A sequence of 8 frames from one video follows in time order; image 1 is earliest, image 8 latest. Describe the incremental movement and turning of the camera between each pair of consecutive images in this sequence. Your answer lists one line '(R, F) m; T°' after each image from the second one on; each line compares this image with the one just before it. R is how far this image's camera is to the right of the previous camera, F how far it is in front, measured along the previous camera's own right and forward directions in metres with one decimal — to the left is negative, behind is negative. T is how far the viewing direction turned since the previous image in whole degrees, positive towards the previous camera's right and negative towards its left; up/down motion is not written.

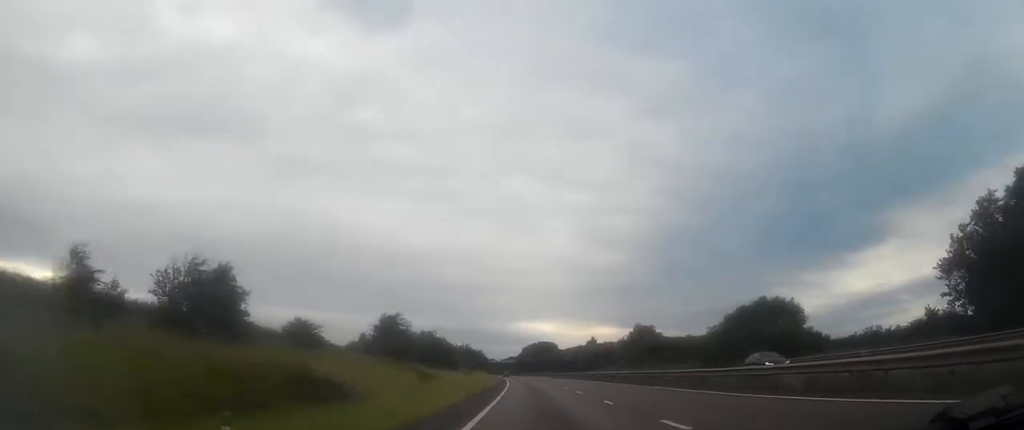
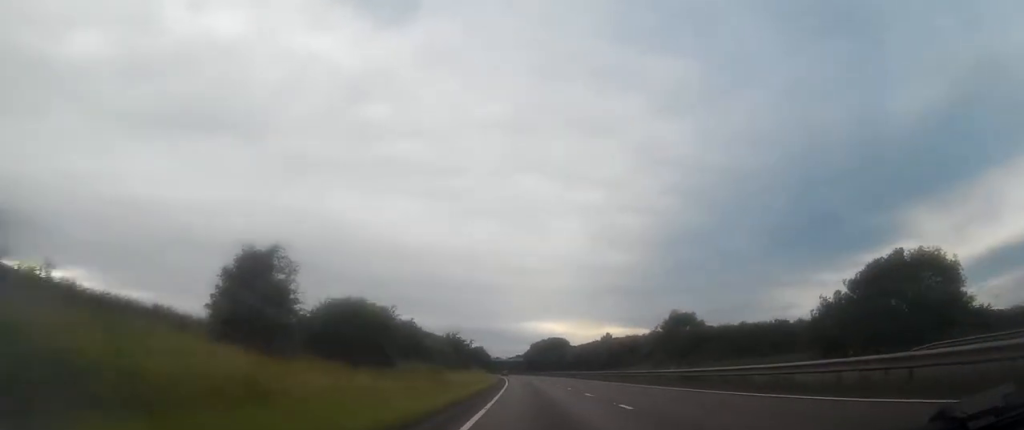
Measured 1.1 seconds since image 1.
(-0.3, +30.3) m; -1°
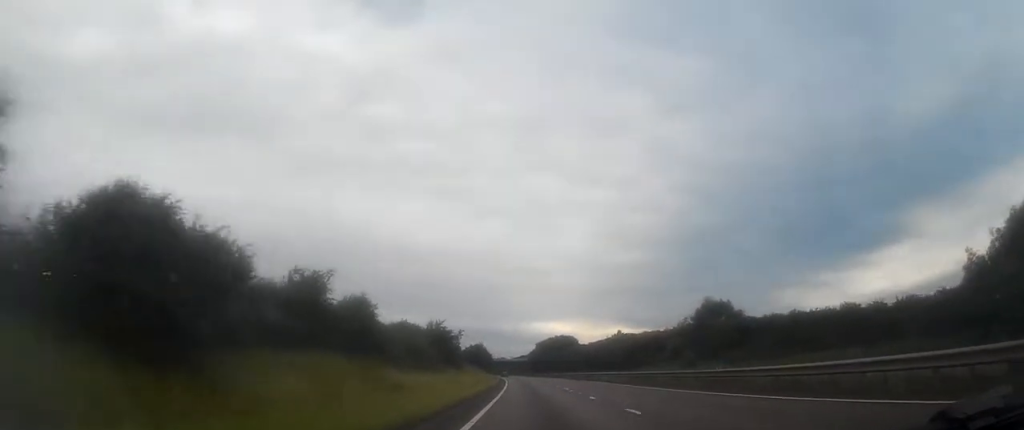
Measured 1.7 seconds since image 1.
(-0.1, +19.0) m; 0°
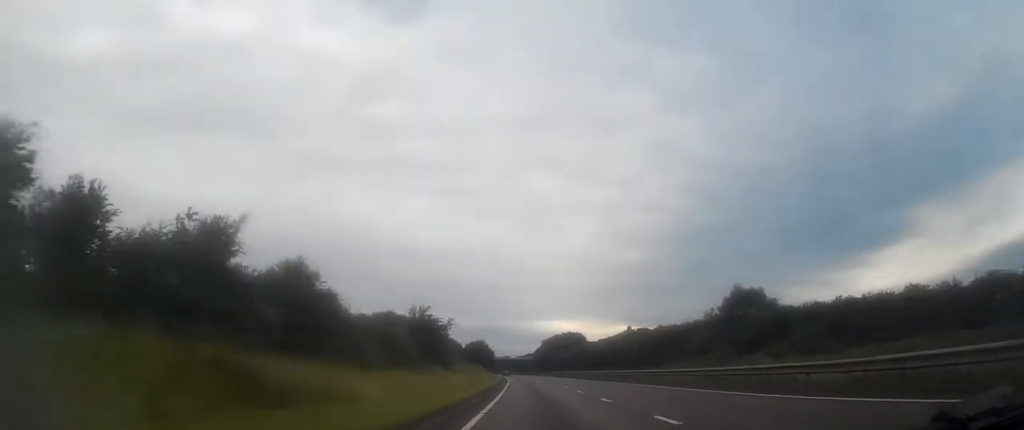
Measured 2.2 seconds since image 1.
(0.0, +12.4) m; 0°
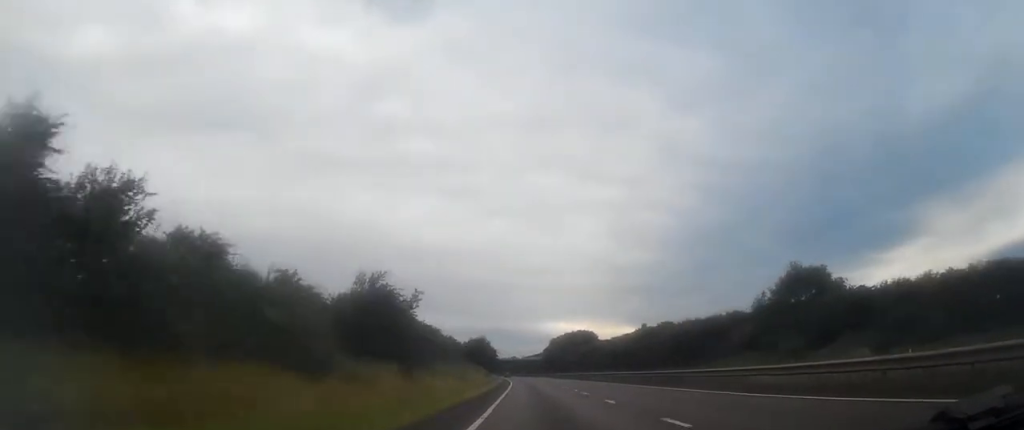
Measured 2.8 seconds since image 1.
(0.0, +18.2) m; 0°
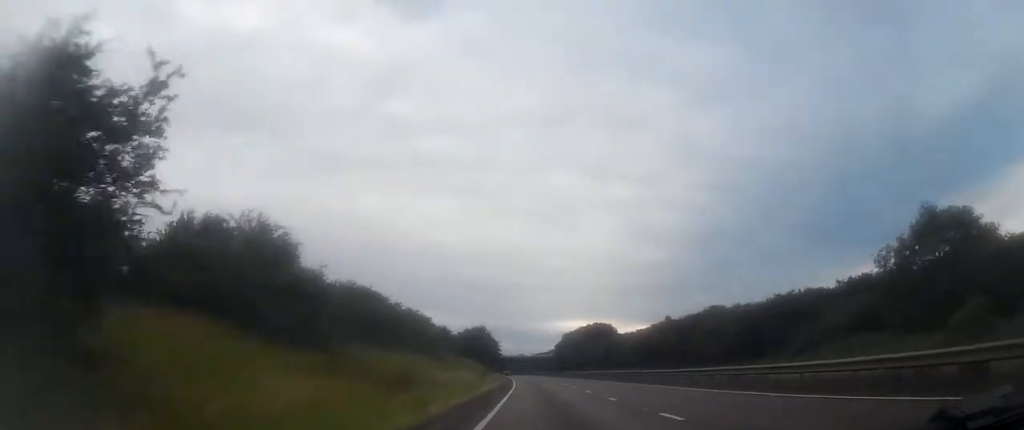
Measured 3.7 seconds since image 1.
(0.0, +26.0) m; -1°
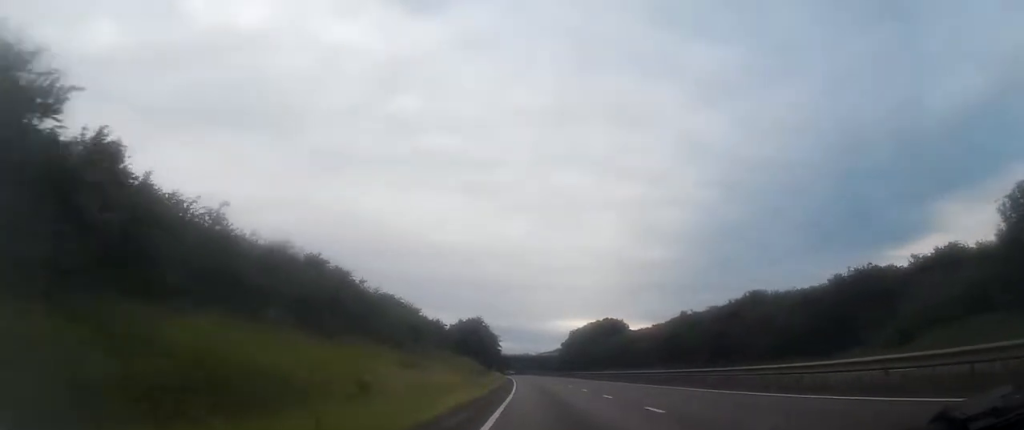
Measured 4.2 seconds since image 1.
(-0.2, +15.4) m; -1°
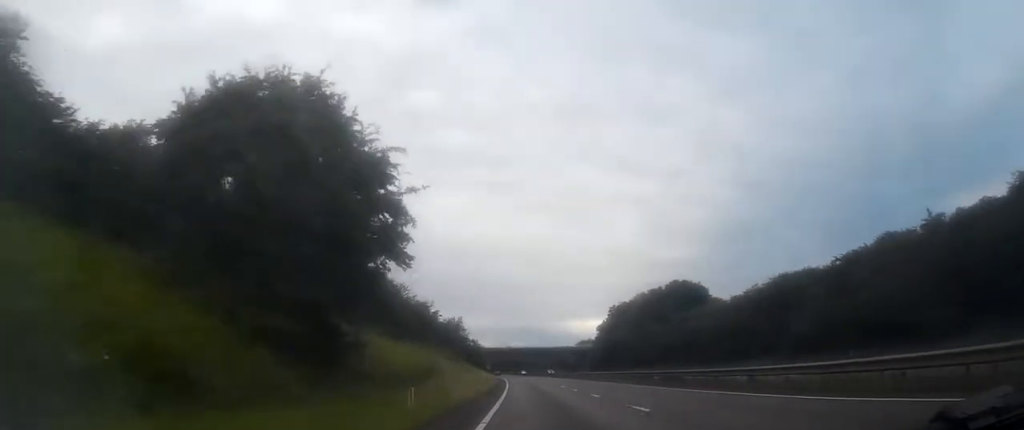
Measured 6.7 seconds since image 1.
(-0.9, +71.2) m; -1°
